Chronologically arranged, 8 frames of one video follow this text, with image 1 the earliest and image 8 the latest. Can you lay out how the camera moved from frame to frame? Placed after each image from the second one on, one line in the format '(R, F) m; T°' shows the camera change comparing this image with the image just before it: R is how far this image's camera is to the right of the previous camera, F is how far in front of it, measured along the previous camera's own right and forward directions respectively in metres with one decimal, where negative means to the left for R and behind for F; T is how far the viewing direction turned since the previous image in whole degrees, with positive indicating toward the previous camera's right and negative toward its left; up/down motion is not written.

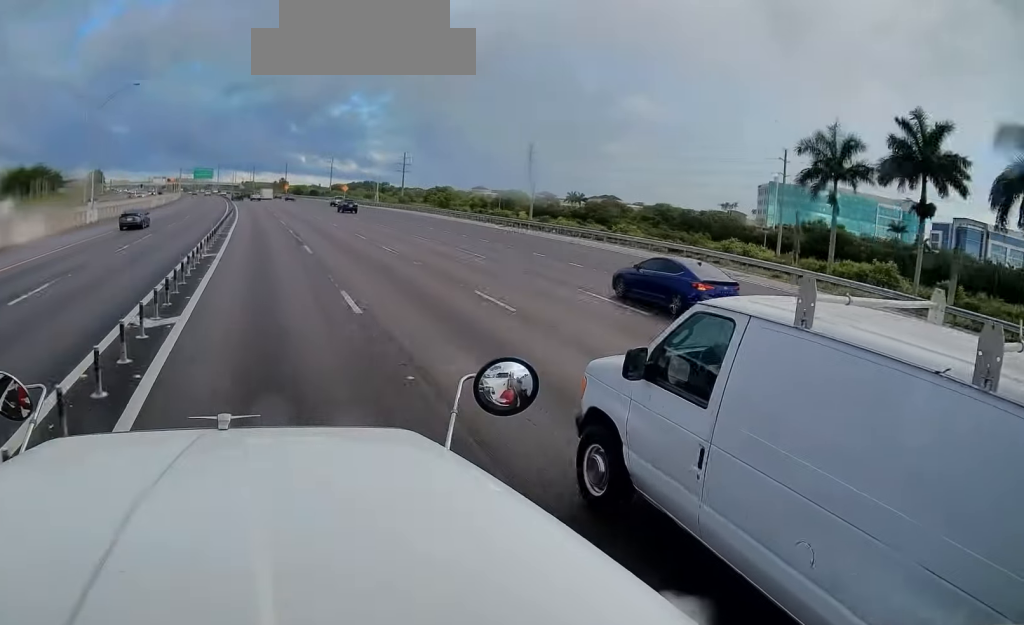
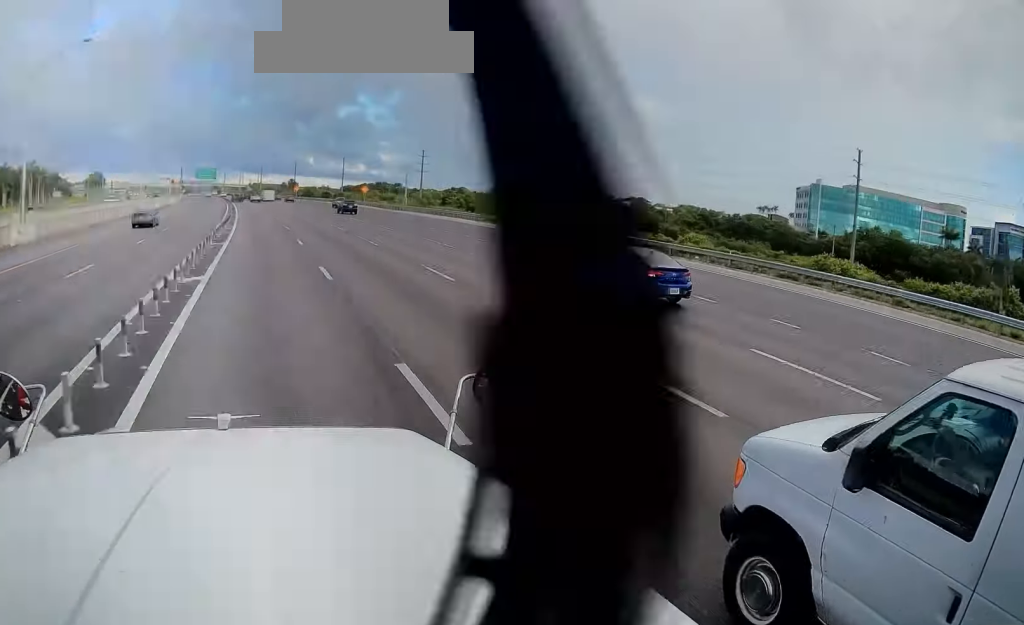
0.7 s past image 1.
(0.0, +21.6) m; -1°
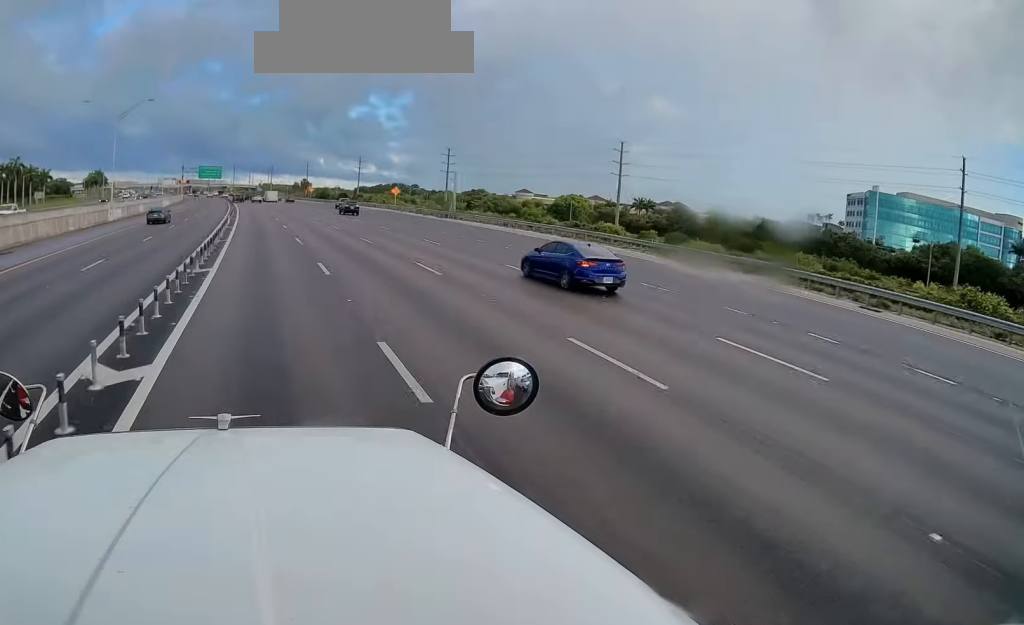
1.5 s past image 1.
(-0.1, +23.9) m; -1°
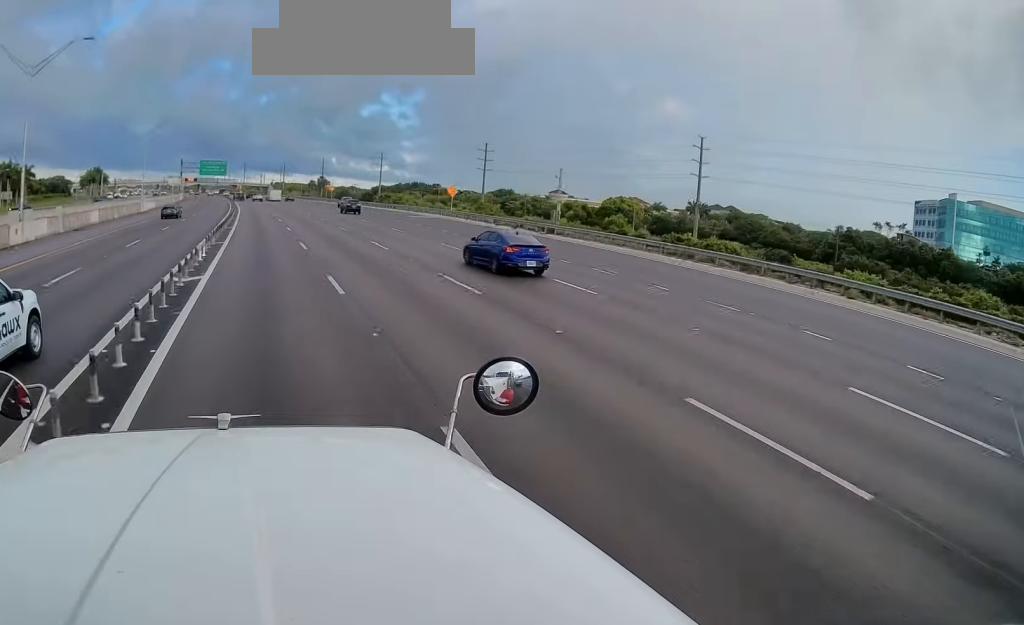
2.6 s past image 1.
(-0.6, +33.8) m; -1°
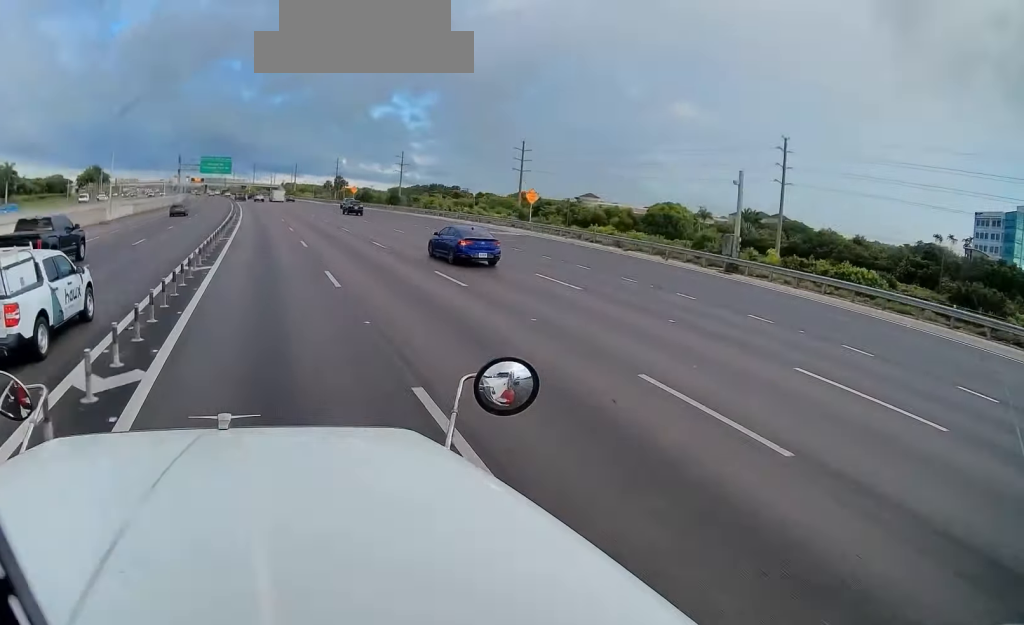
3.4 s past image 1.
(-0.1, +28.0) m; -1°
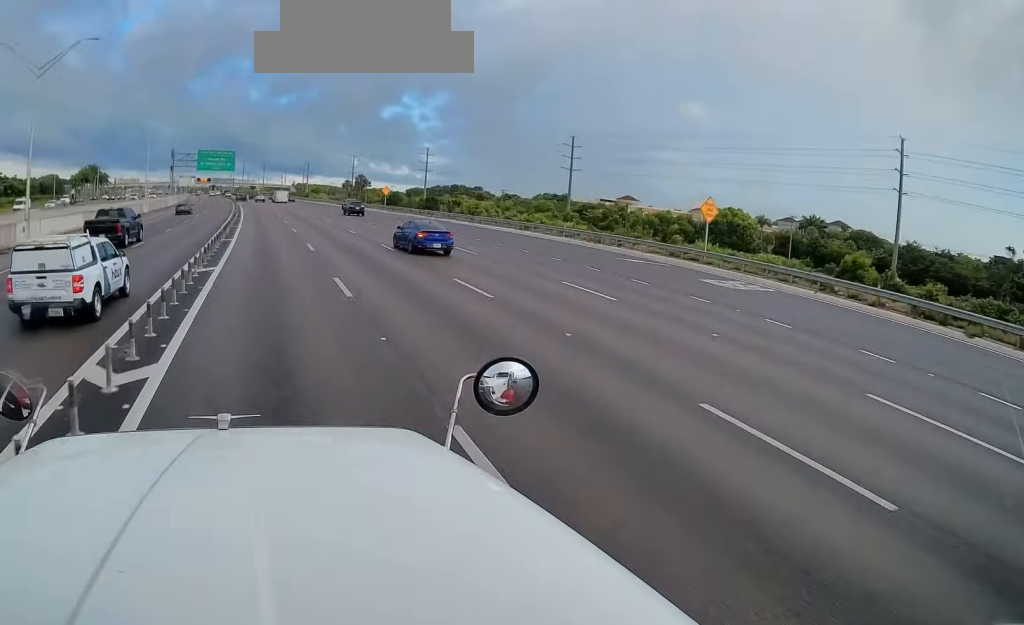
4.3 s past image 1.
(-0.2, +27.8) m; -1°
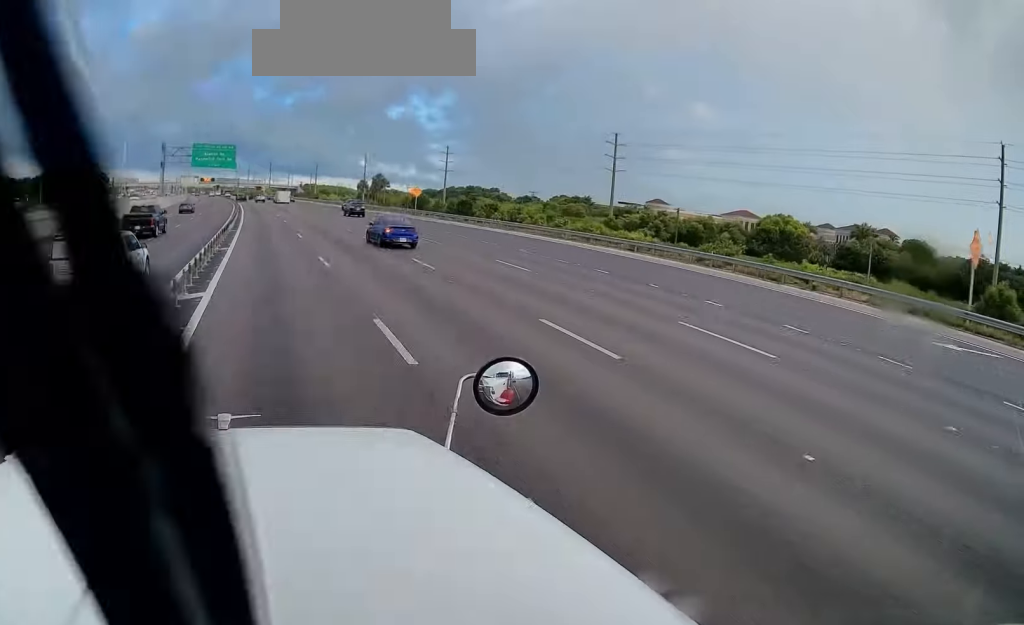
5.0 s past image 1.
(-0.1, +20.8) m; 0°
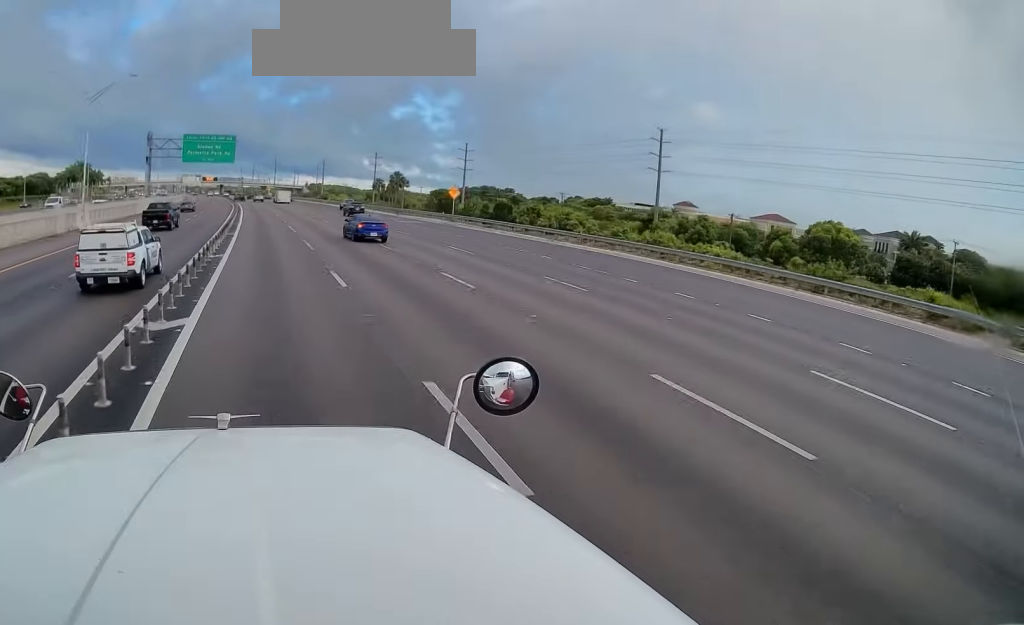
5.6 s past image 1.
(0.0, +18.4) m; -1°
